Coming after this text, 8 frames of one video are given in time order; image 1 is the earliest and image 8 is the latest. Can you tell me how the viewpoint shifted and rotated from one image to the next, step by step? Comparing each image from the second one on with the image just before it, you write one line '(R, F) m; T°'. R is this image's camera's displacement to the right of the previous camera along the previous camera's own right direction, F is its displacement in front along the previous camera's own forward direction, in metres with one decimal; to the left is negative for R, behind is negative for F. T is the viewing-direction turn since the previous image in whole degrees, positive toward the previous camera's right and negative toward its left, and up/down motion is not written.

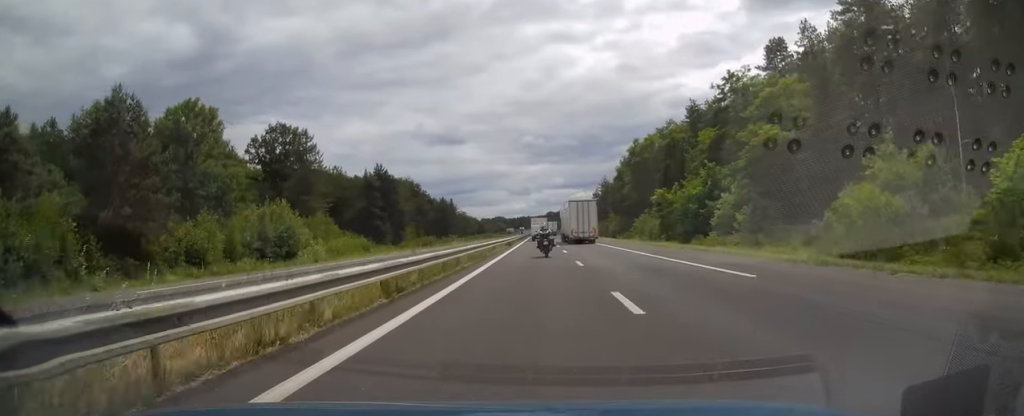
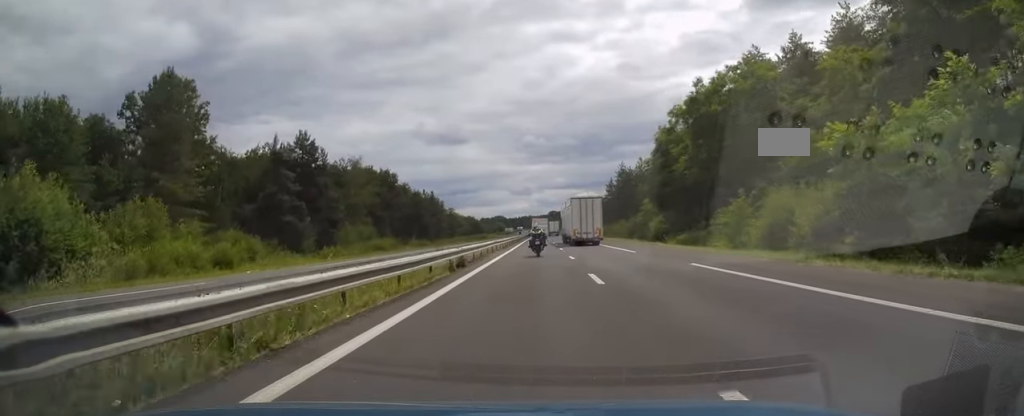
(0.0, +34.2) m; 0°
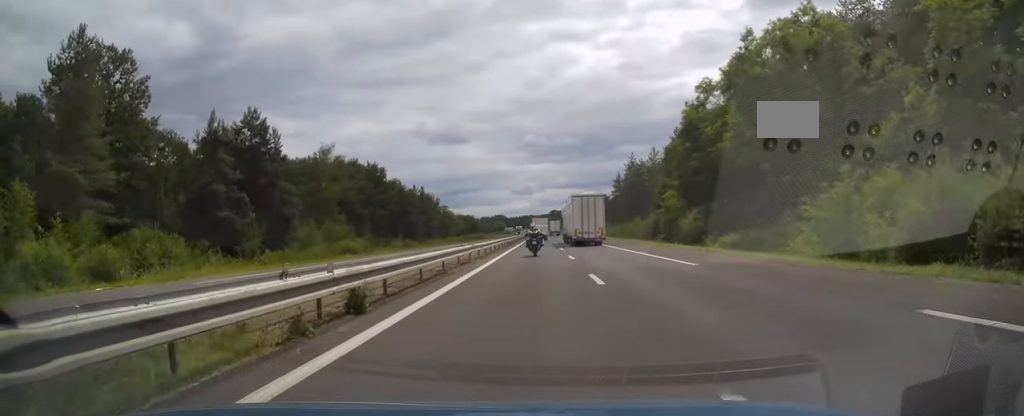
(0.0, +13.2) m; 0°
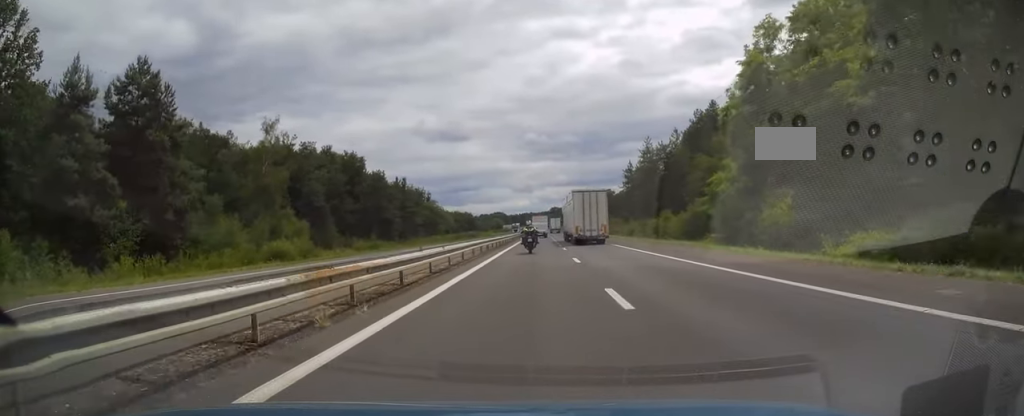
(0.0, +18.0) m; 0°
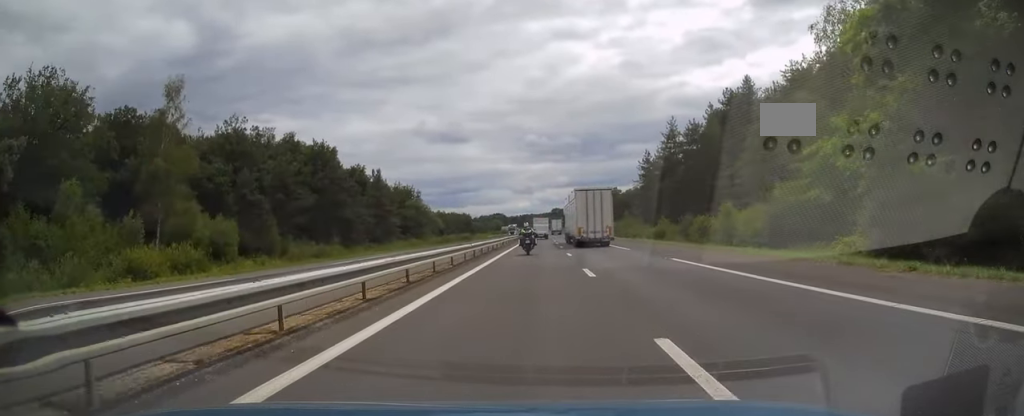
(0.0, +19.0) m; 0°
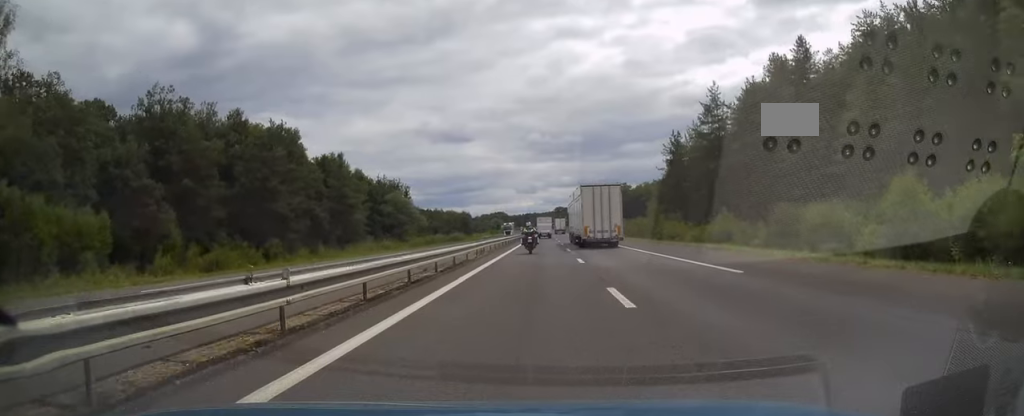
(0.0, +20.0) m; 0°
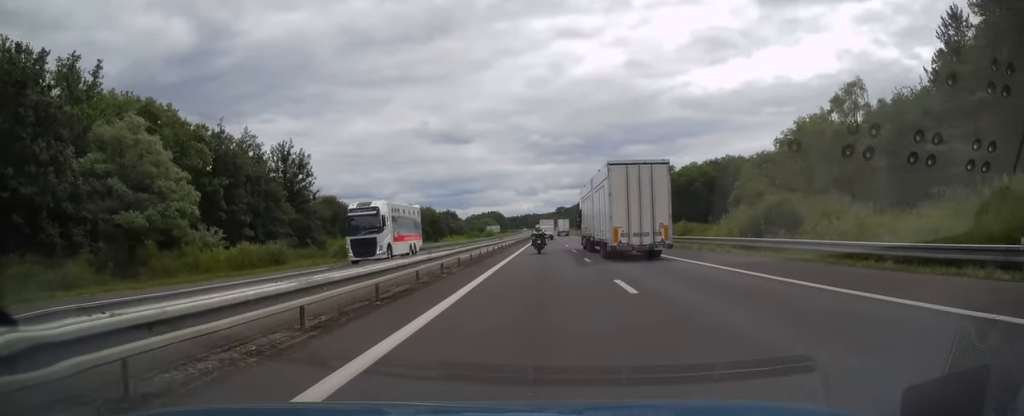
(-0.2, +75.1) m; 0°
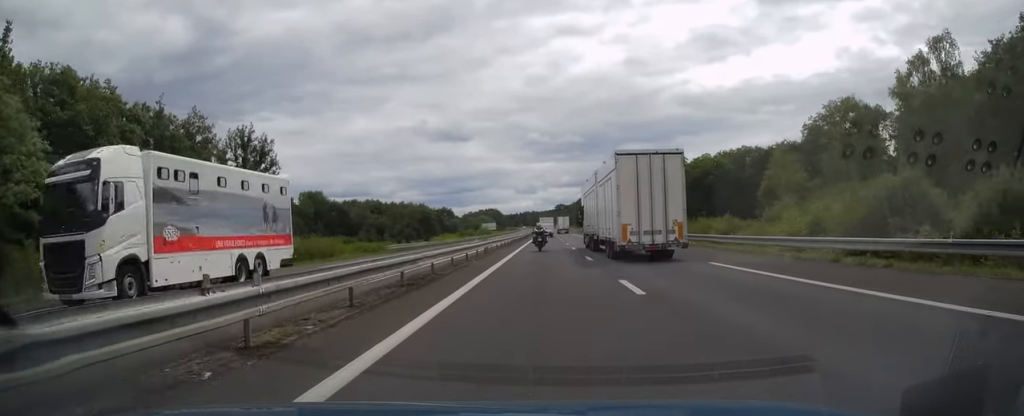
(0.0, +13.5) m; 0°
